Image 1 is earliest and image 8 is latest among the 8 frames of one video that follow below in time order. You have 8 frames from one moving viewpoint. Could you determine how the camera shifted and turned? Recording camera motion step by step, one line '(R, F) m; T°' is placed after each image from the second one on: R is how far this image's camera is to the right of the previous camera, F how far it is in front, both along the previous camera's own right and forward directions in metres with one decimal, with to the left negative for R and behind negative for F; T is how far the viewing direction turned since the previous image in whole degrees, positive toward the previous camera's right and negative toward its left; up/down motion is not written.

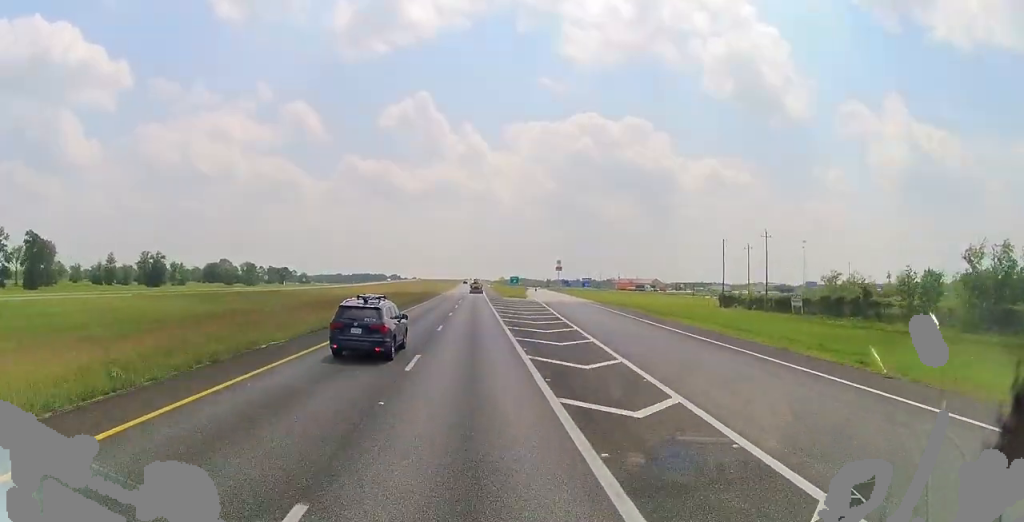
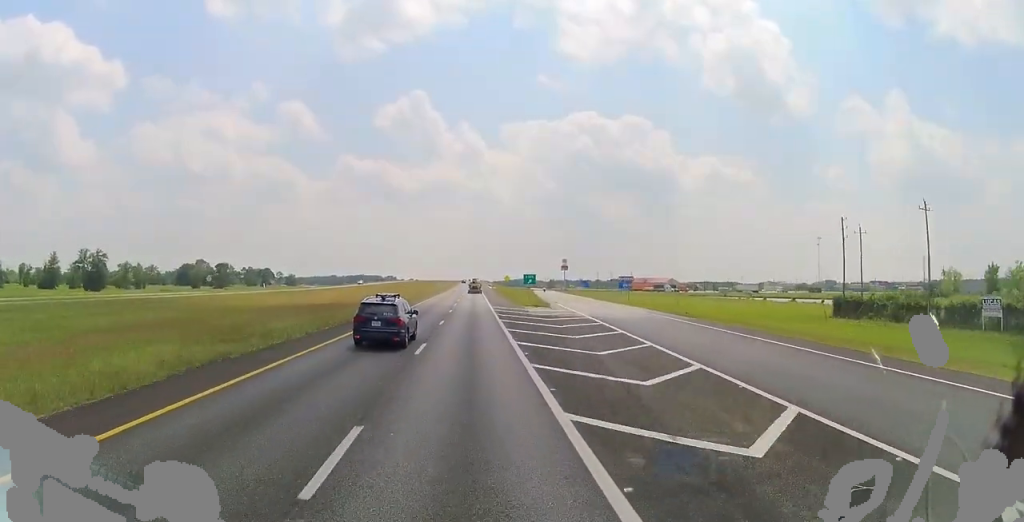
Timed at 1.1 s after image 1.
(+0.4, +33.0) m; +1°
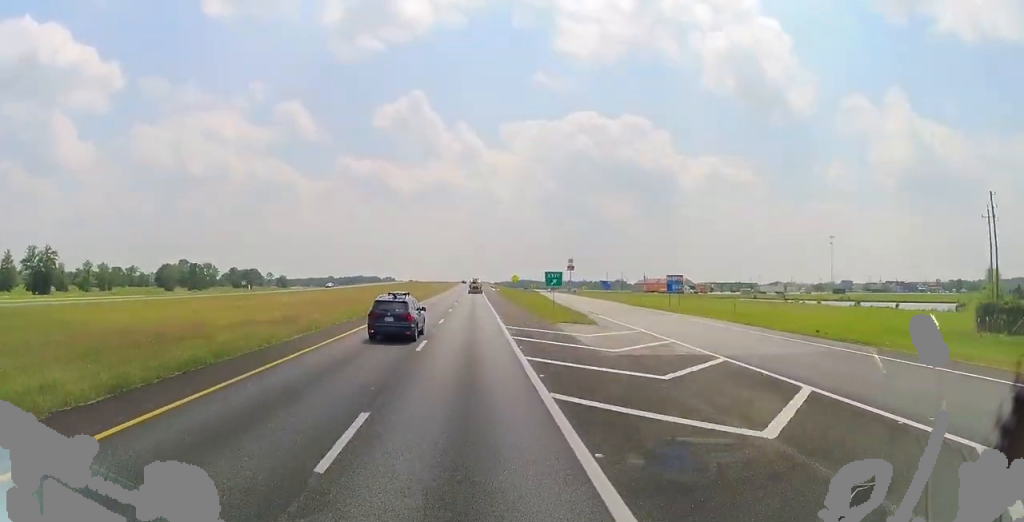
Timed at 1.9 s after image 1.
(-0.1, +23.4) m; 0°
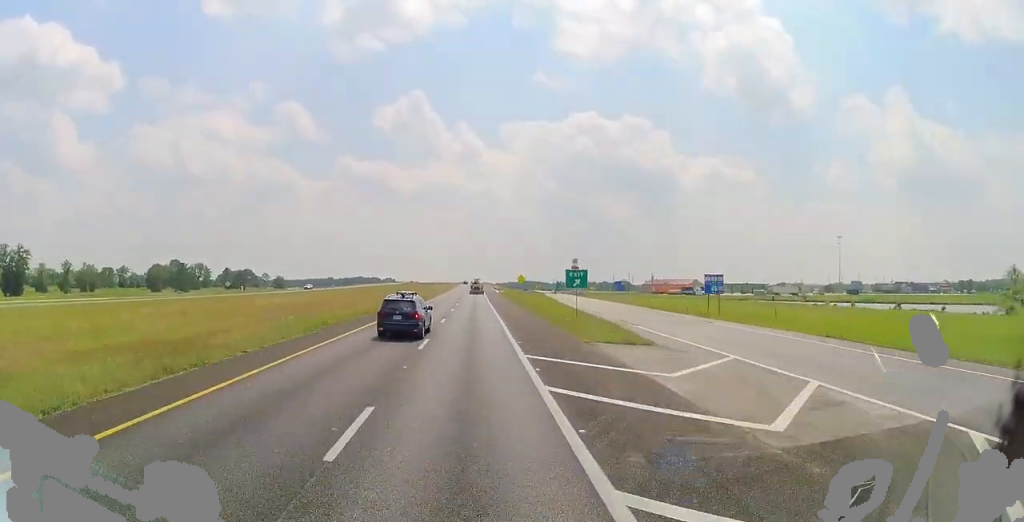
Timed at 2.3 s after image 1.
(-0.2, +11.7) m; 0°
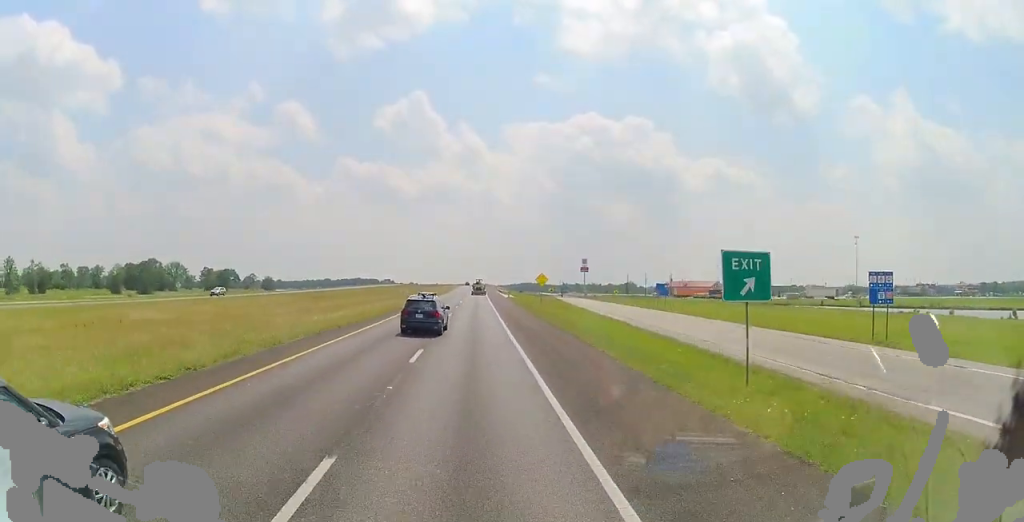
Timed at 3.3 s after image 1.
(+0.2, +27.4) m; 0°
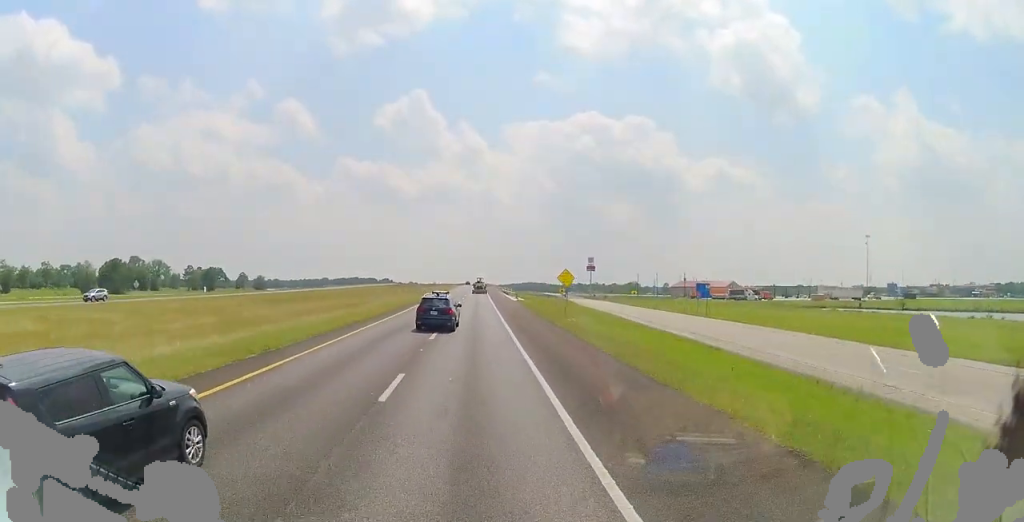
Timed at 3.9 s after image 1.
(-0.1, +17.5) m; 0°
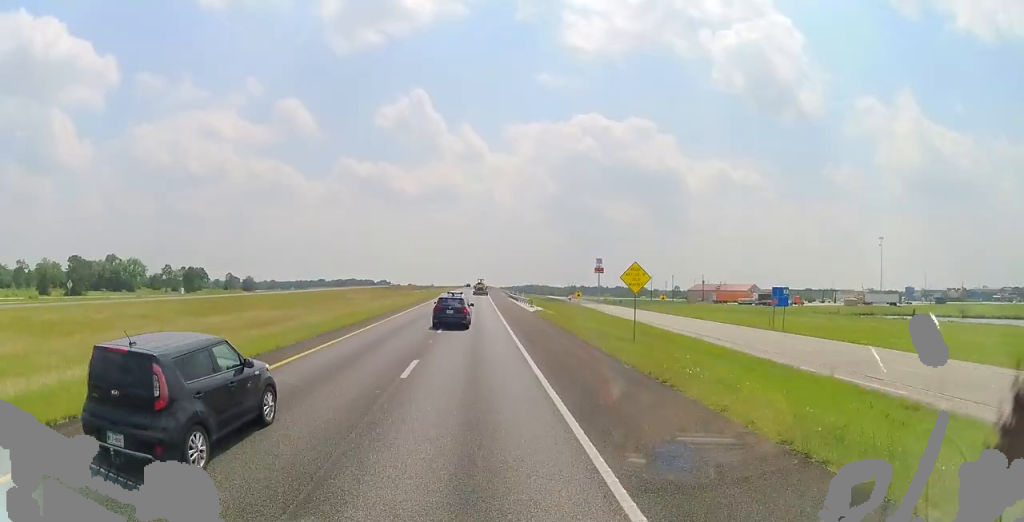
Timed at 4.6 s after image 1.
(-0.1, +21.3) m; 0°
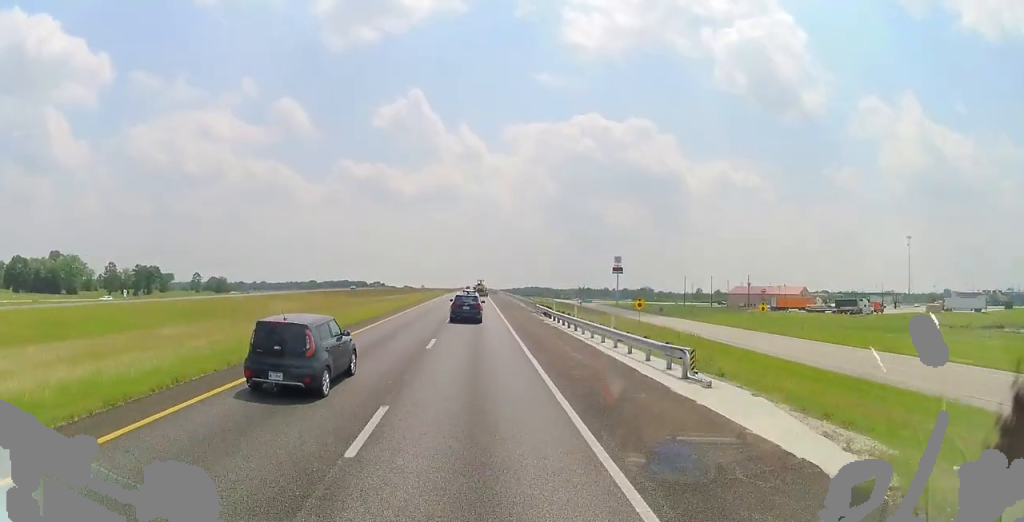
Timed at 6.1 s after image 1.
(+0.6, +42.6) m; 0°
